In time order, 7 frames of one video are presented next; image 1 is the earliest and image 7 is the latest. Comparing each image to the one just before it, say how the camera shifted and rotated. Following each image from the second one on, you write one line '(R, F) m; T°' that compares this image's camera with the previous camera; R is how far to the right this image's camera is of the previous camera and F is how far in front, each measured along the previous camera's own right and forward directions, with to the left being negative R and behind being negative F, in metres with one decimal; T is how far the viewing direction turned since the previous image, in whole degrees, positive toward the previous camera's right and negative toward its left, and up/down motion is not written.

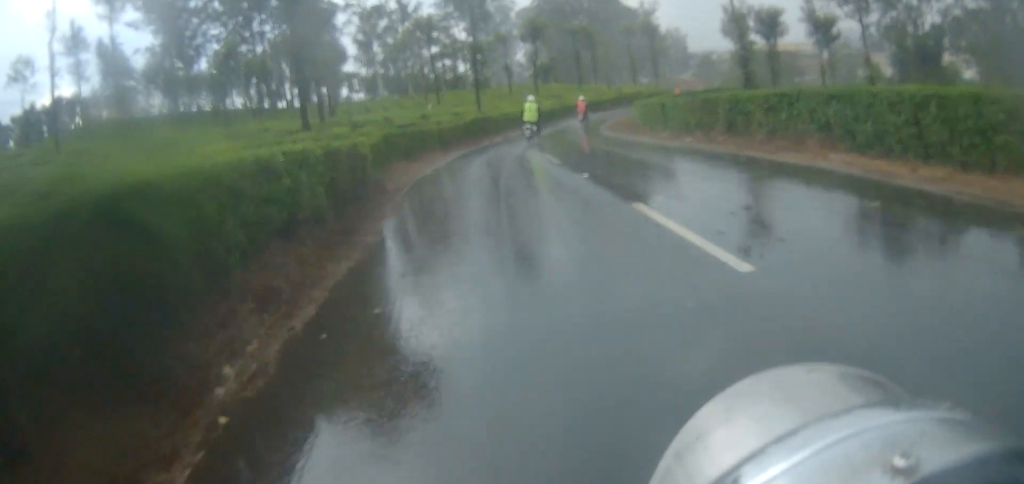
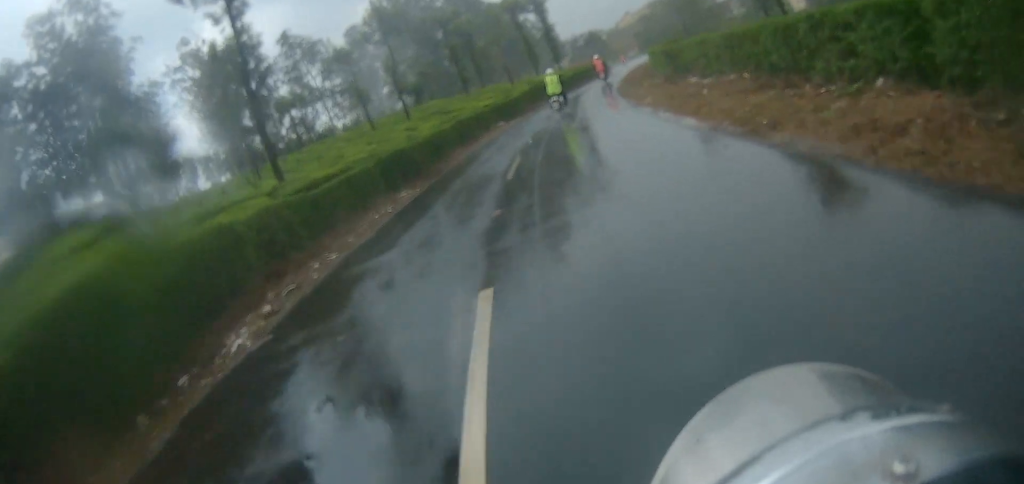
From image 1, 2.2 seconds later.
(+1.7, +28.7) m; +11°
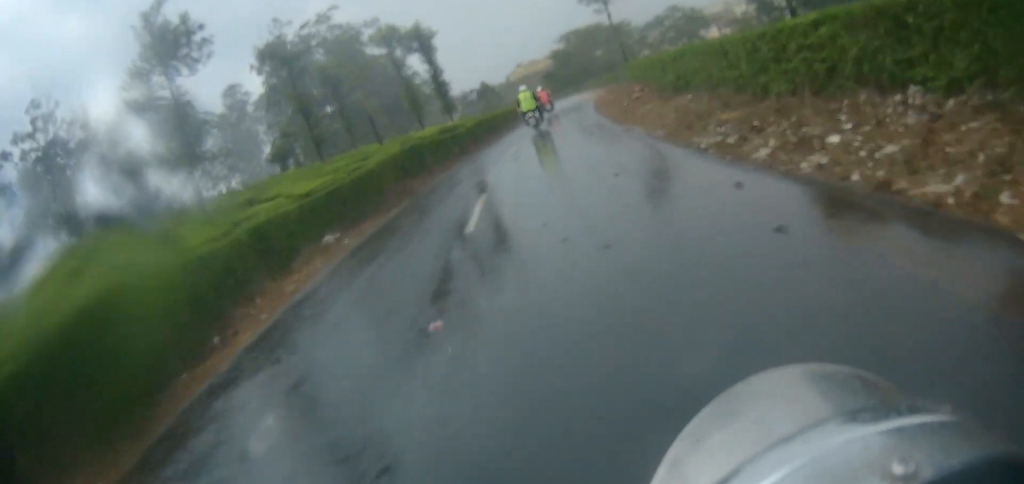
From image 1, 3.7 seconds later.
(+1.3, +20.9) m; +4°
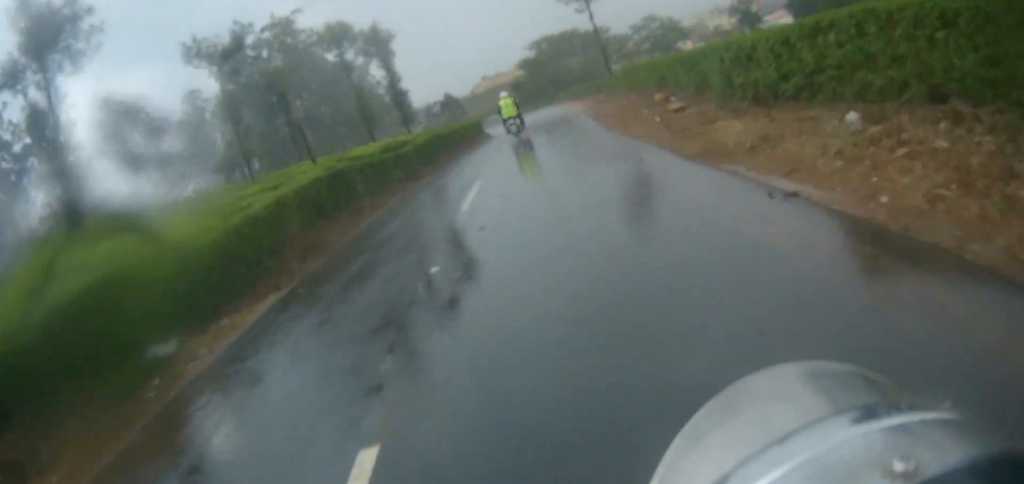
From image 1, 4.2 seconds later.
(0.0, +7.2) m; +3°
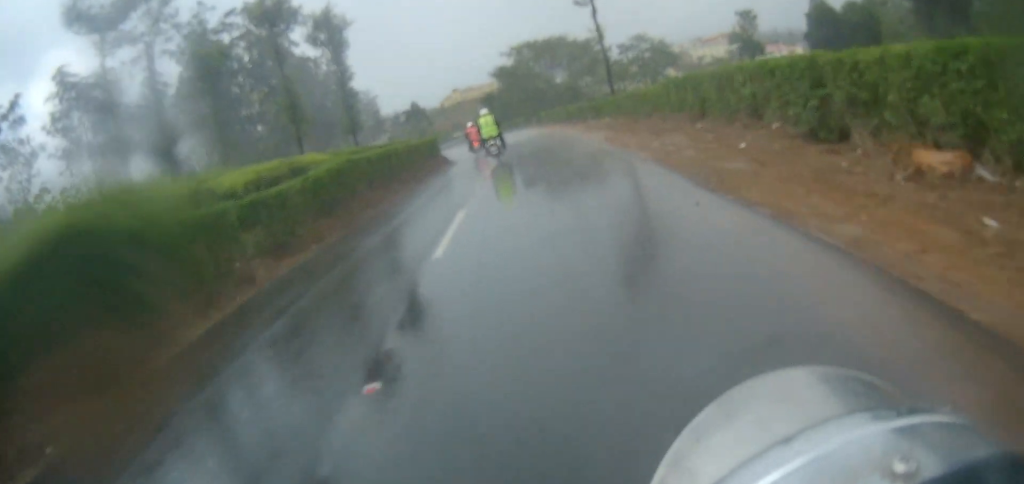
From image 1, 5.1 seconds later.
(+0.4, +11.0) m; +4°
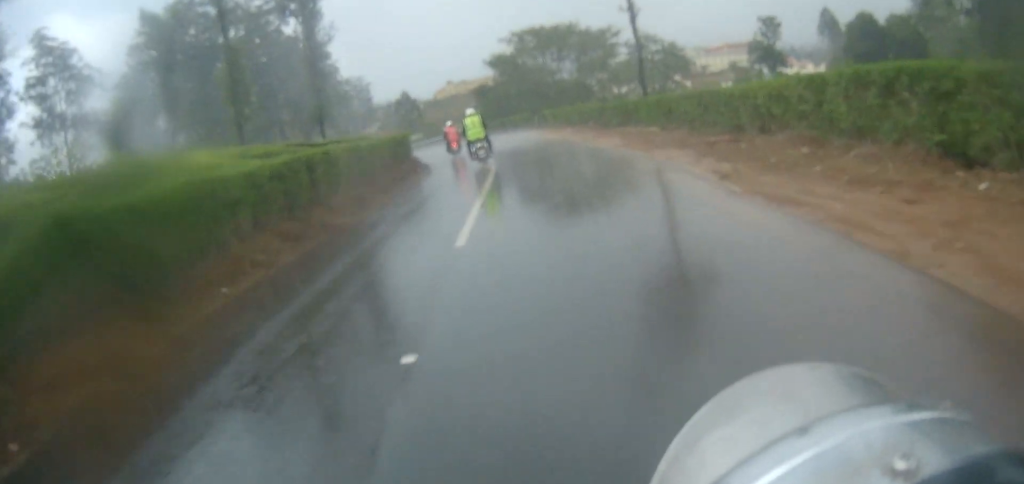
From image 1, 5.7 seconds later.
(+0.4, +8.6) m; +2°
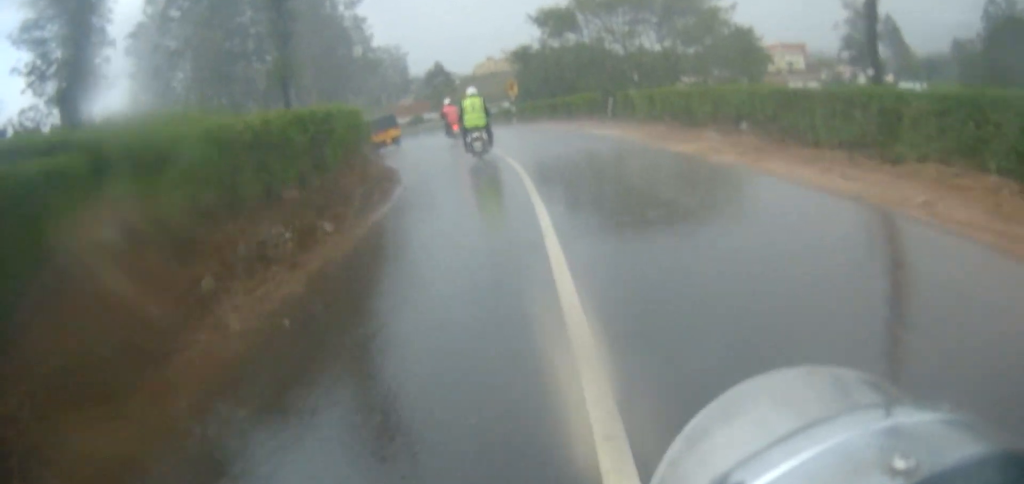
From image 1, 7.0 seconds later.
(-0.4, +14.9) m; -4°
